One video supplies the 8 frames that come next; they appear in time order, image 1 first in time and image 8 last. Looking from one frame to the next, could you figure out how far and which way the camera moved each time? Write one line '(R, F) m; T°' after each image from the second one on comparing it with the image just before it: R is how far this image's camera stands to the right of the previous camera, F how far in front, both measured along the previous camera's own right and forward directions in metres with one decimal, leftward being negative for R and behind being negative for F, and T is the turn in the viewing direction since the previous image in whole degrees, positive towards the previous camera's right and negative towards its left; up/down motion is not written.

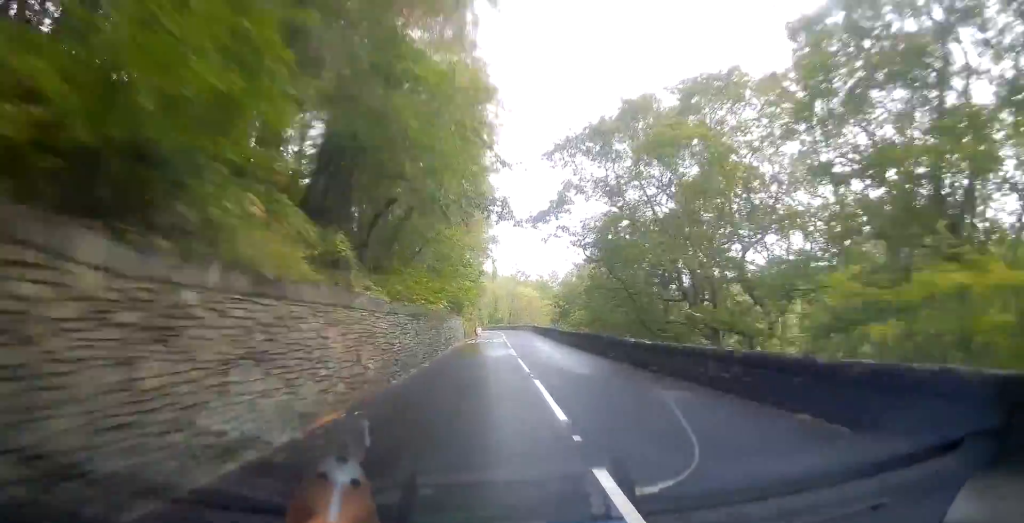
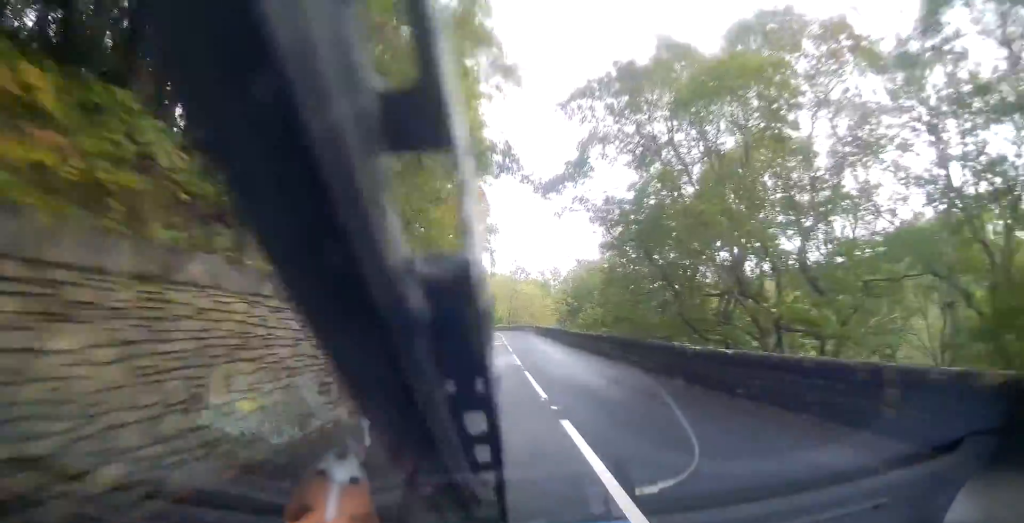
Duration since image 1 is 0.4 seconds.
(-0.1, +6.0) m; 0°
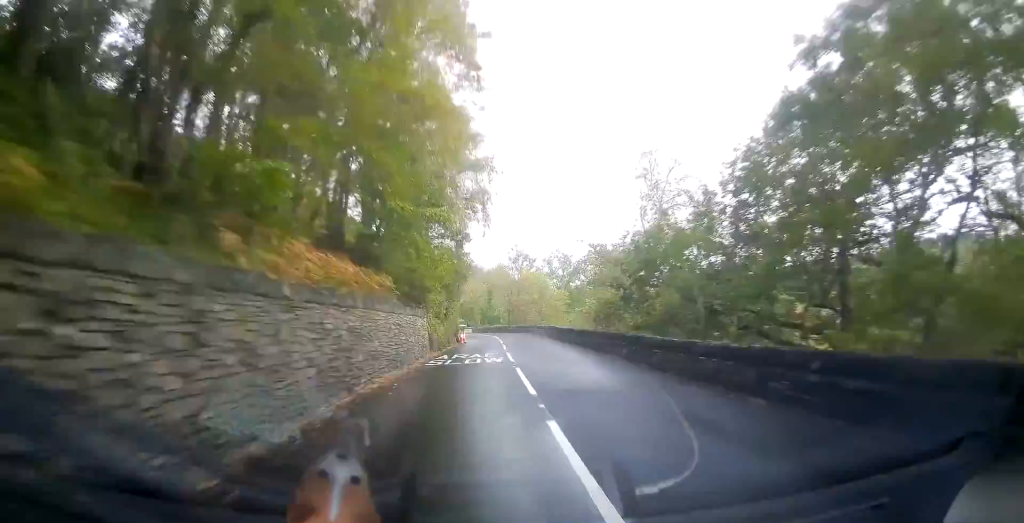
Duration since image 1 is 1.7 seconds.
(+0.1, +17.7) m; 0°
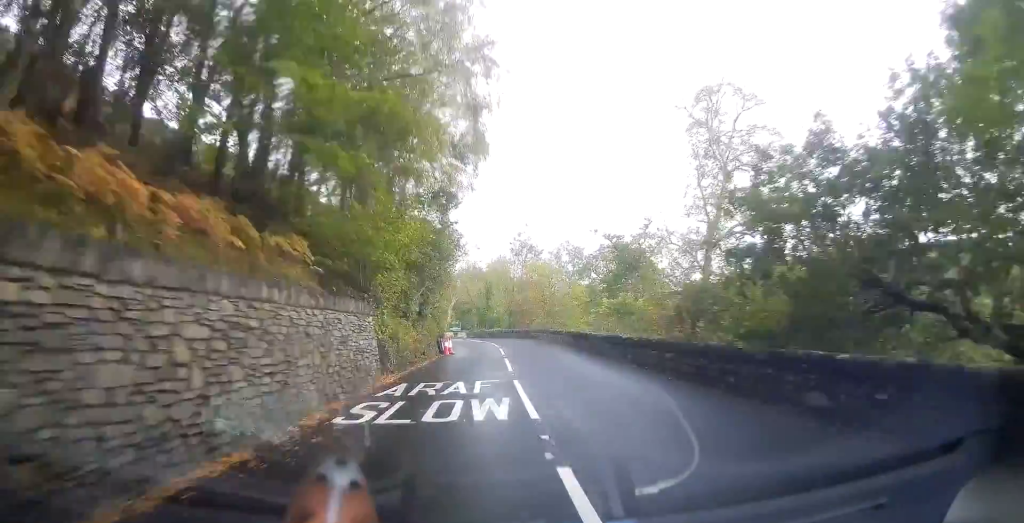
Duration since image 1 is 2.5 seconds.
(0.0, +11.5) m; 0°
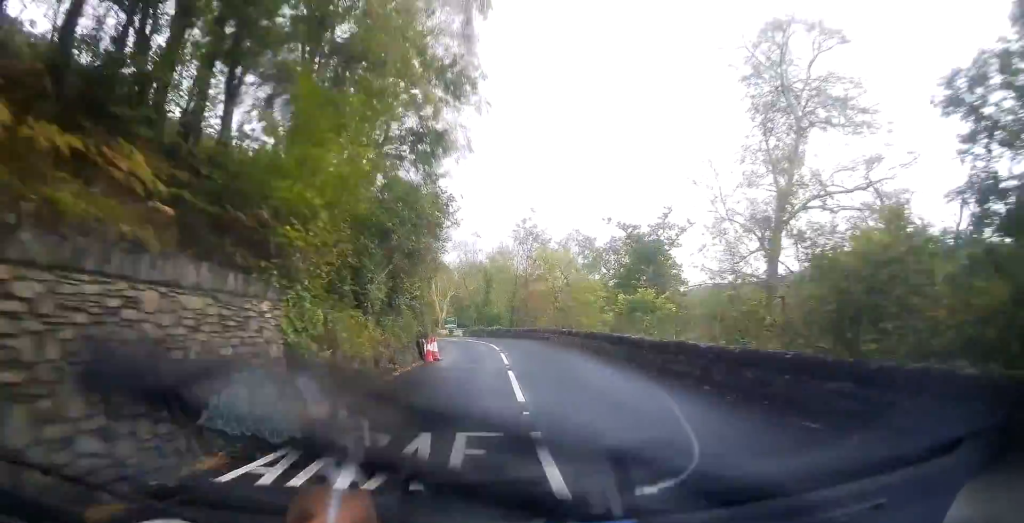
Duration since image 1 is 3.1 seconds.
(+0.1, +7.0) m; 0°
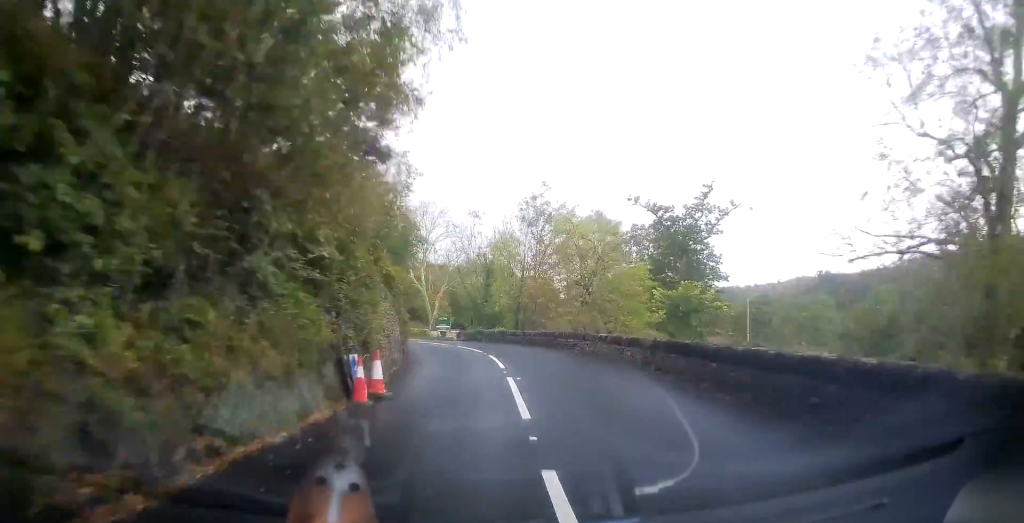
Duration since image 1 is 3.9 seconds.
(-0.1, +10.7) m; -2°
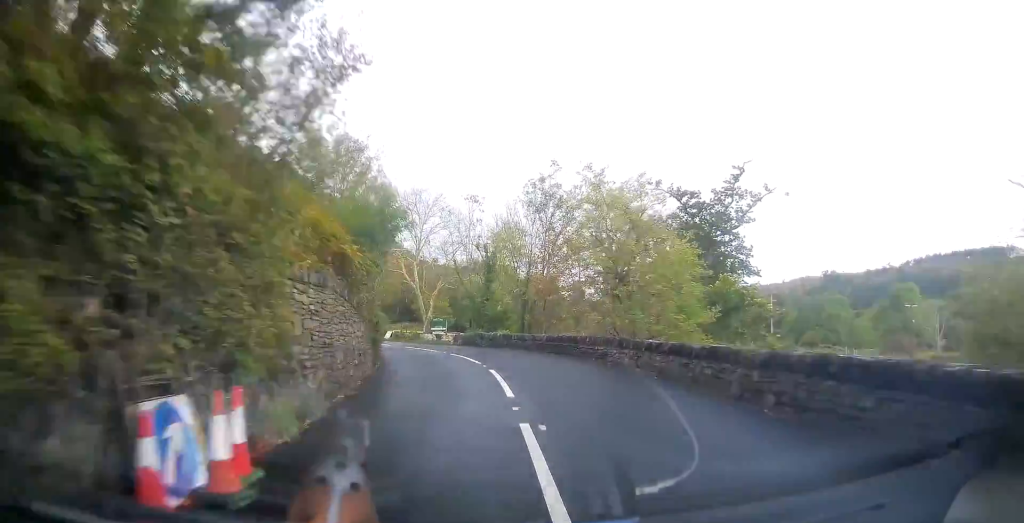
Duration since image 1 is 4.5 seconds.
(0.0, +6.3) m; -2°
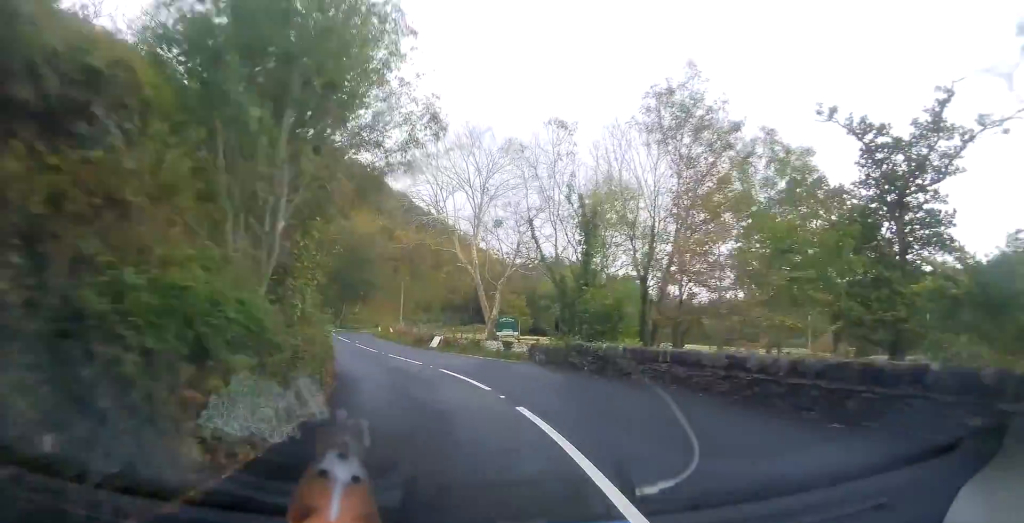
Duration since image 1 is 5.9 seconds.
(-1.1, +15.3) m; -8°
